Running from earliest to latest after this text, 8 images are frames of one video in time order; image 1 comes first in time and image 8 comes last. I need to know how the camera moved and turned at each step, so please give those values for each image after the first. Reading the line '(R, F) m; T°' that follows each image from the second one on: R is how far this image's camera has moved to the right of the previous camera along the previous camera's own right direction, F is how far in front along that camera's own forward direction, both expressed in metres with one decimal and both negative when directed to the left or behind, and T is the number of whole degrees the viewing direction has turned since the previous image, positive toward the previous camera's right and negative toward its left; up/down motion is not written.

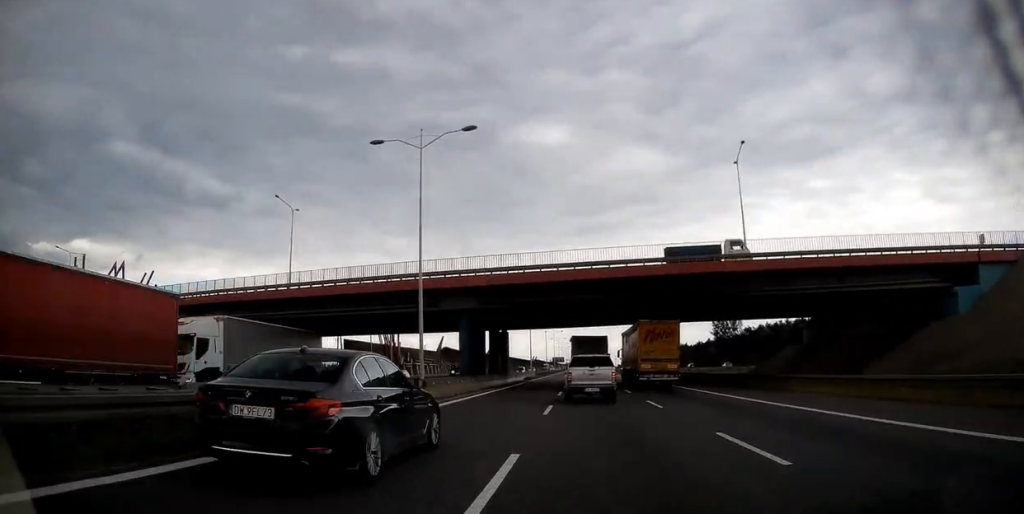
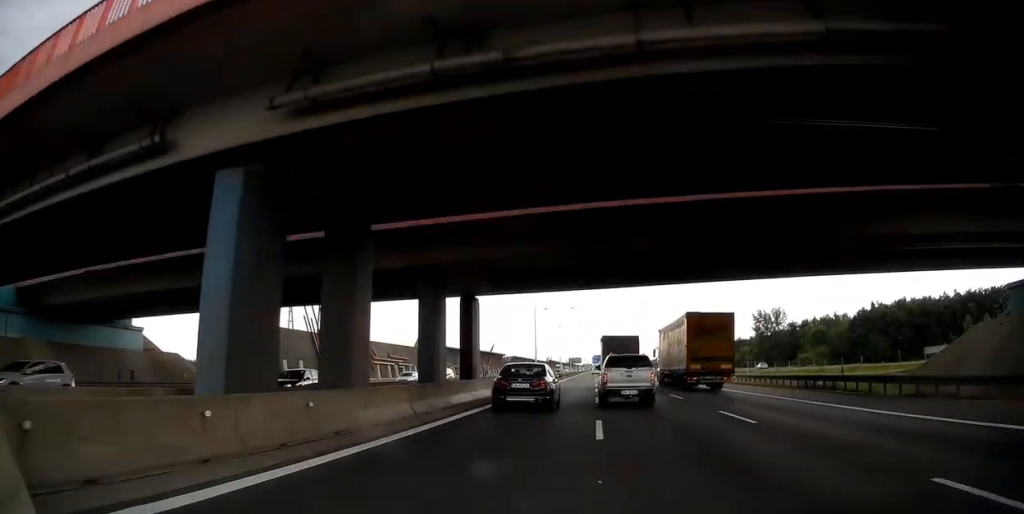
(-0.3, +29.9) m; -1°
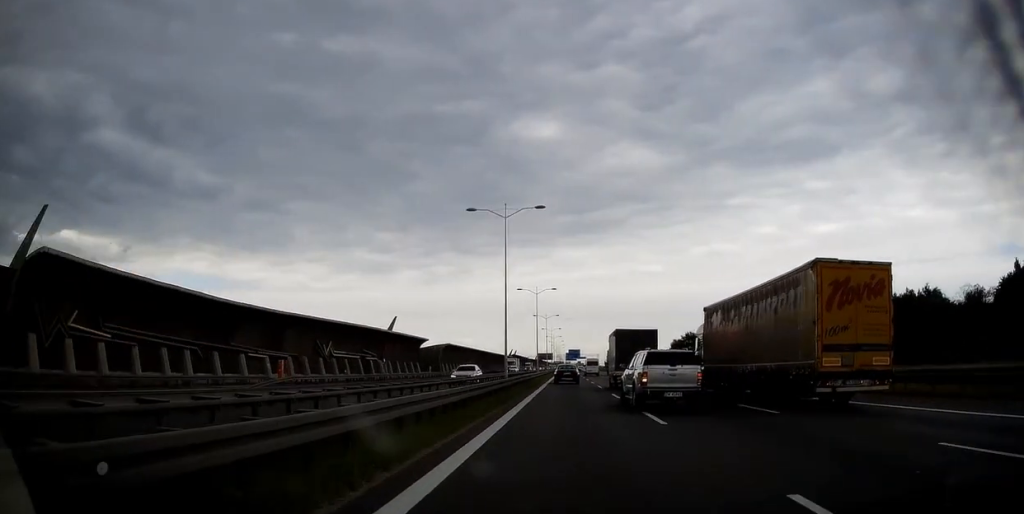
(+0.3, +68.9) m; +1°
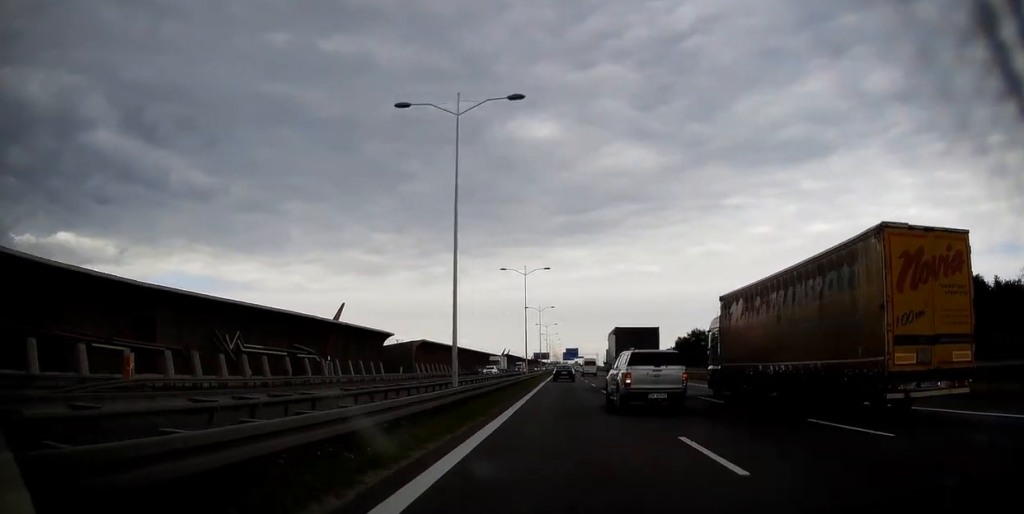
(+0.1, +18.5) m; +1°
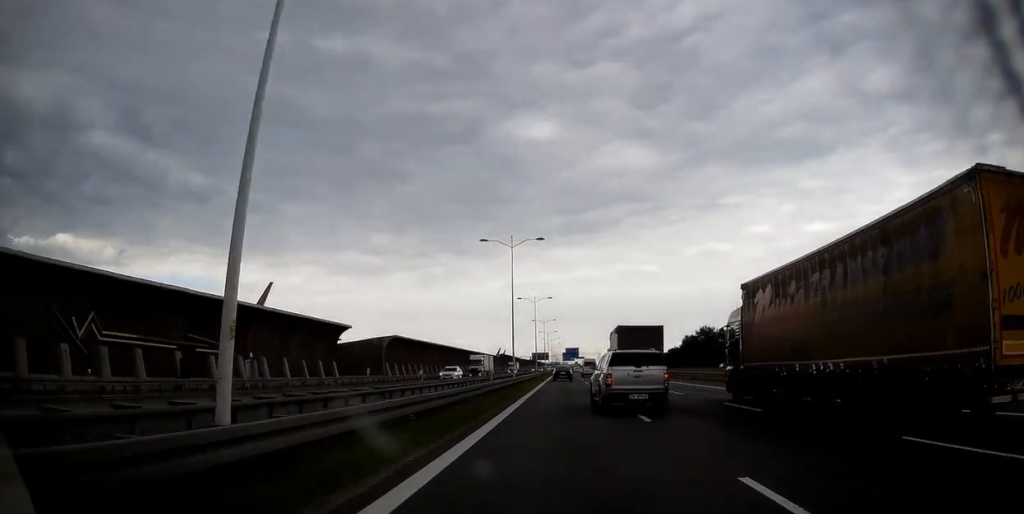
(+0.1, +16.5) m; 0°
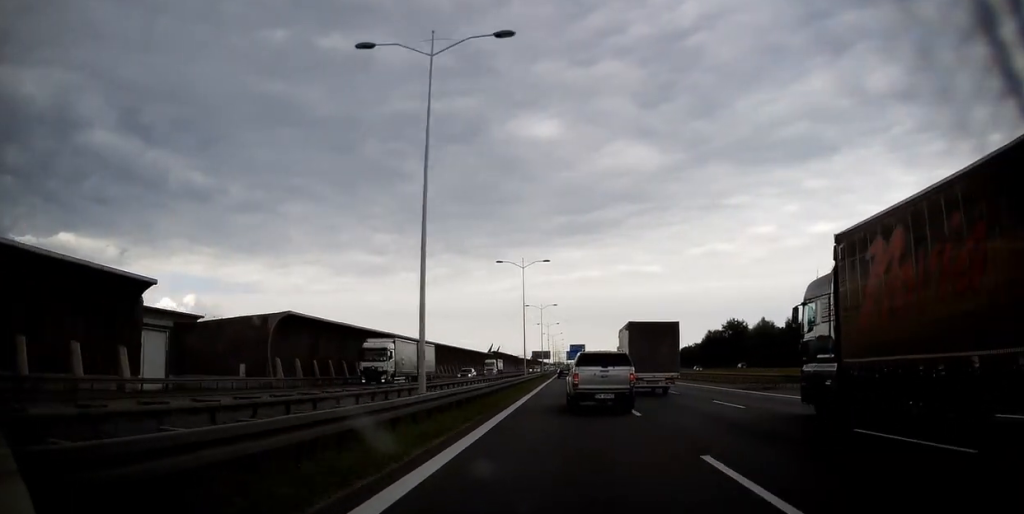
(+0.1, +34.1) m; 0°
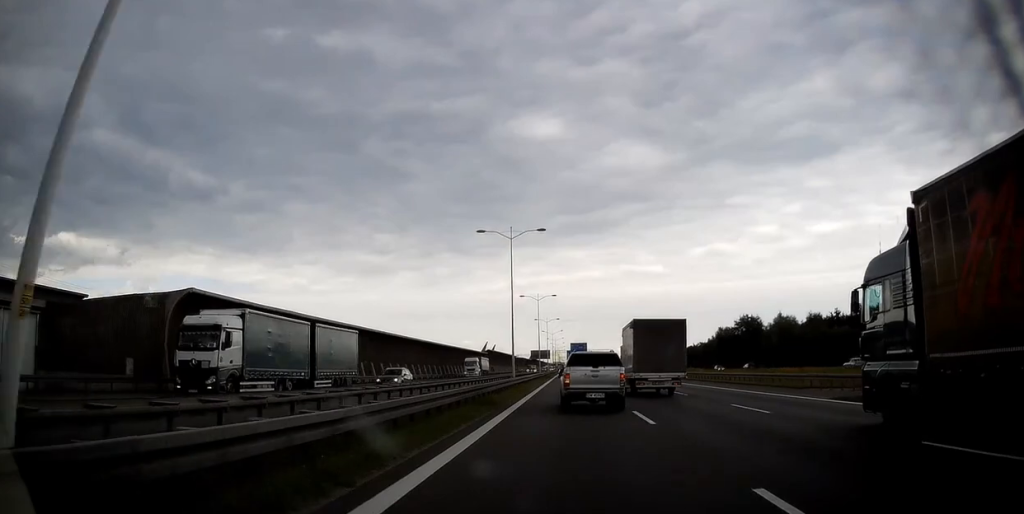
(0.0, +14.5) m; 0°
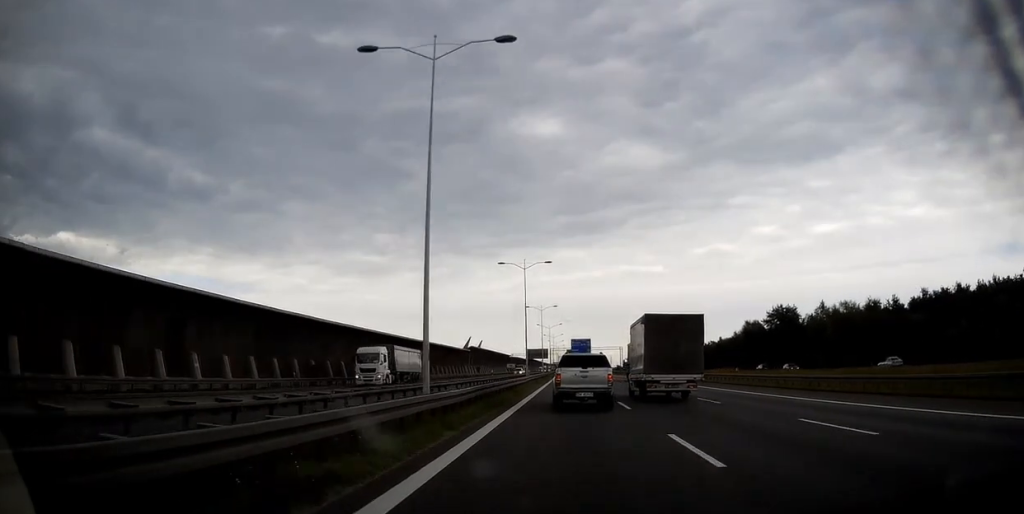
(0.0, +30.2) m; 0°
